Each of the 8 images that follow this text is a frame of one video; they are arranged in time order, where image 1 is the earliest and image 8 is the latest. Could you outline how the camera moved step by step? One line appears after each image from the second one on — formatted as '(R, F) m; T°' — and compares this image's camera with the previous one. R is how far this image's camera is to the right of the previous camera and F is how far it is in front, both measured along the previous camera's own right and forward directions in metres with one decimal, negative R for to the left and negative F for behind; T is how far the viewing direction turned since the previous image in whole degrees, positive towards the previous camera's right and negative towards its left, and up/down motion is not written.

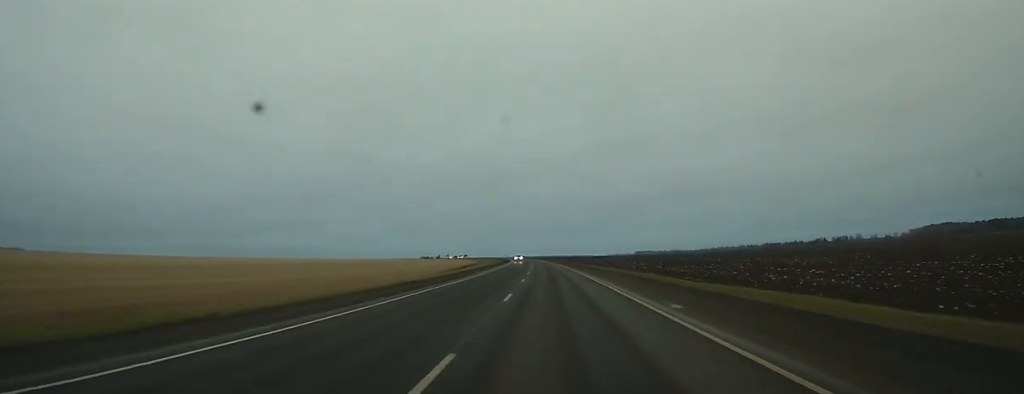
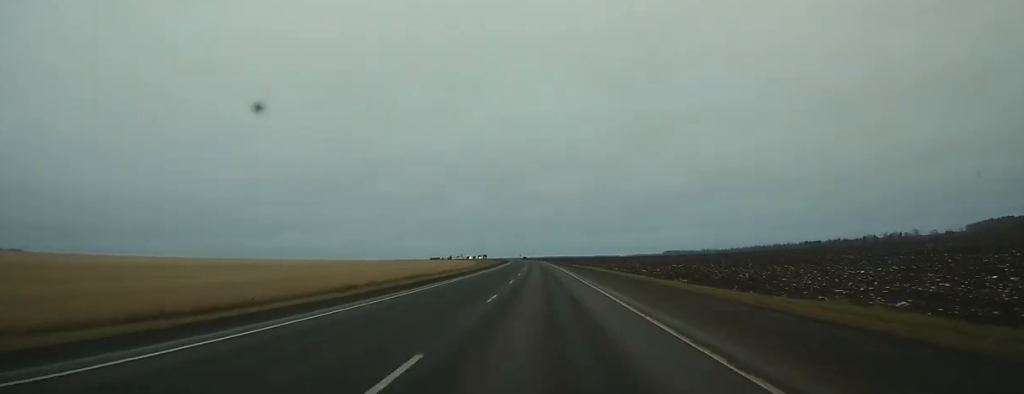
(-2.1, +120.4) m; -2°
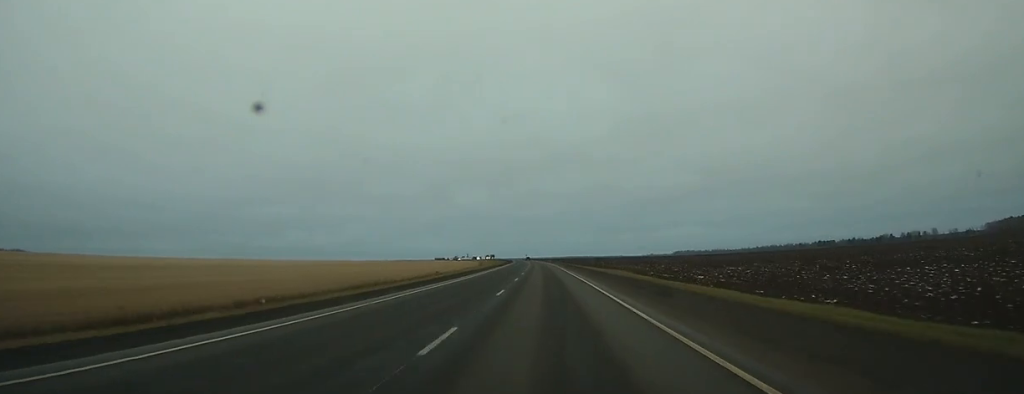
(-0.3, +33.1) m; -1°
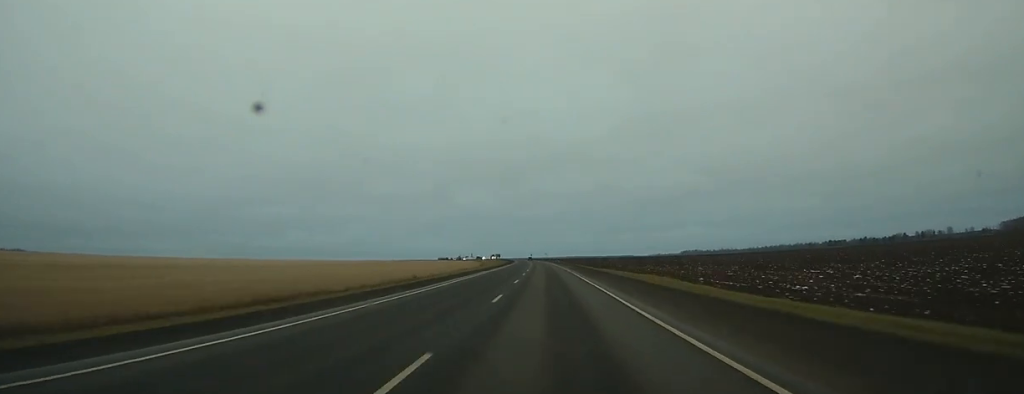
(-0.1, +26.8) m; -1°
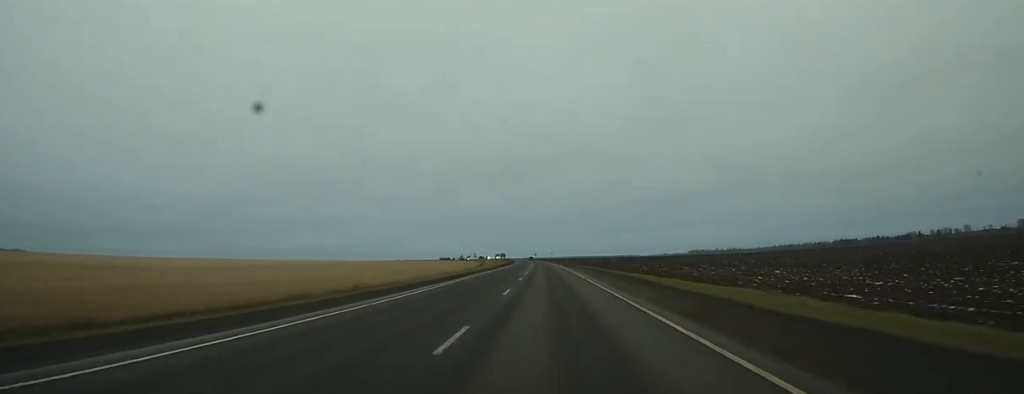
(-0.2, +33.2) m; 0°
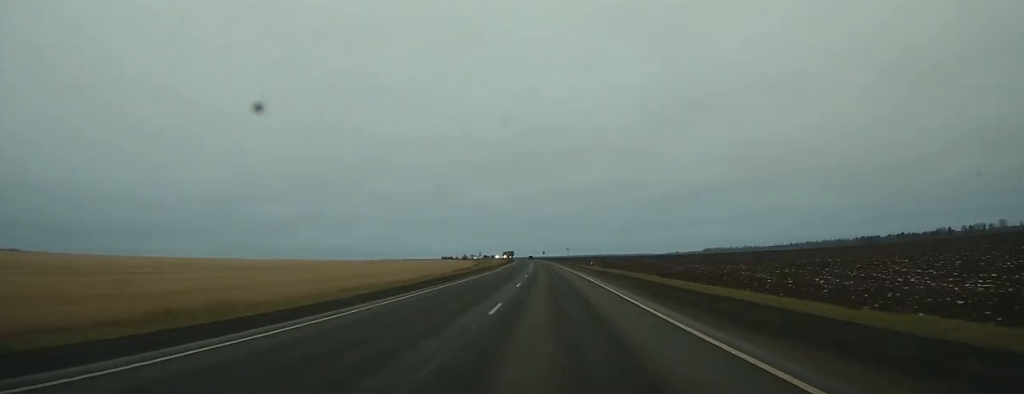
(-0.5, +66.6) m; -1°
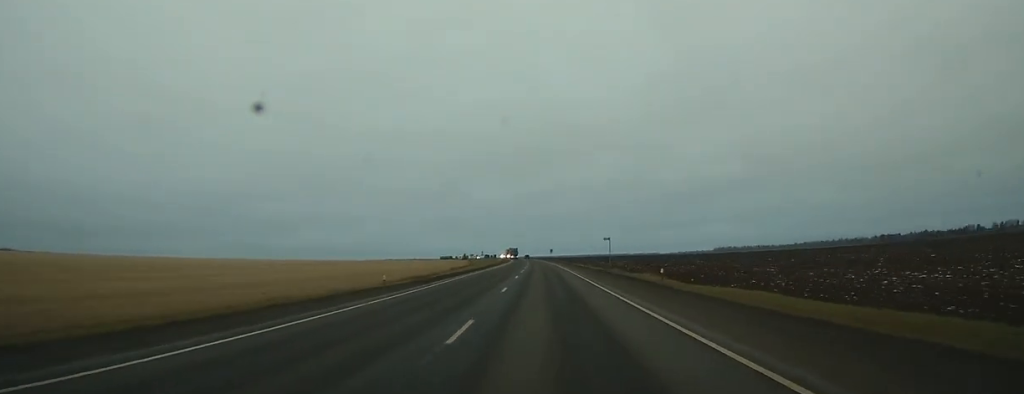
(-0.5, +64.9) m; -1°
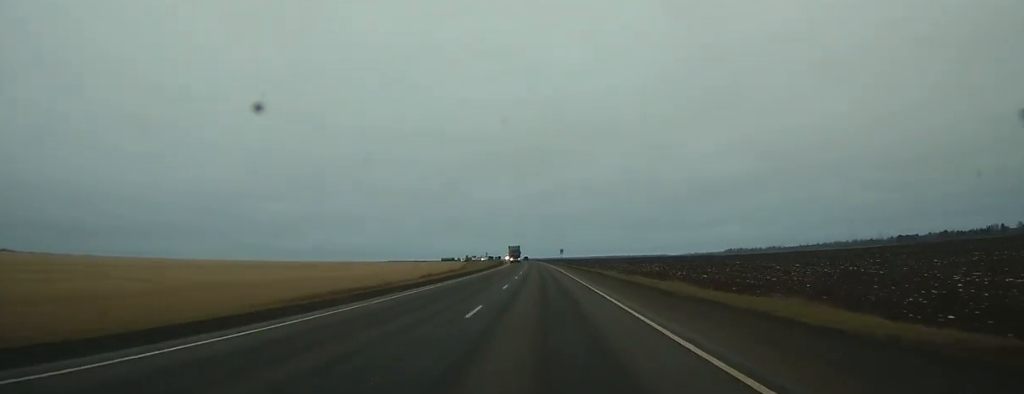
(-0.2, +44.3) m; -1°
